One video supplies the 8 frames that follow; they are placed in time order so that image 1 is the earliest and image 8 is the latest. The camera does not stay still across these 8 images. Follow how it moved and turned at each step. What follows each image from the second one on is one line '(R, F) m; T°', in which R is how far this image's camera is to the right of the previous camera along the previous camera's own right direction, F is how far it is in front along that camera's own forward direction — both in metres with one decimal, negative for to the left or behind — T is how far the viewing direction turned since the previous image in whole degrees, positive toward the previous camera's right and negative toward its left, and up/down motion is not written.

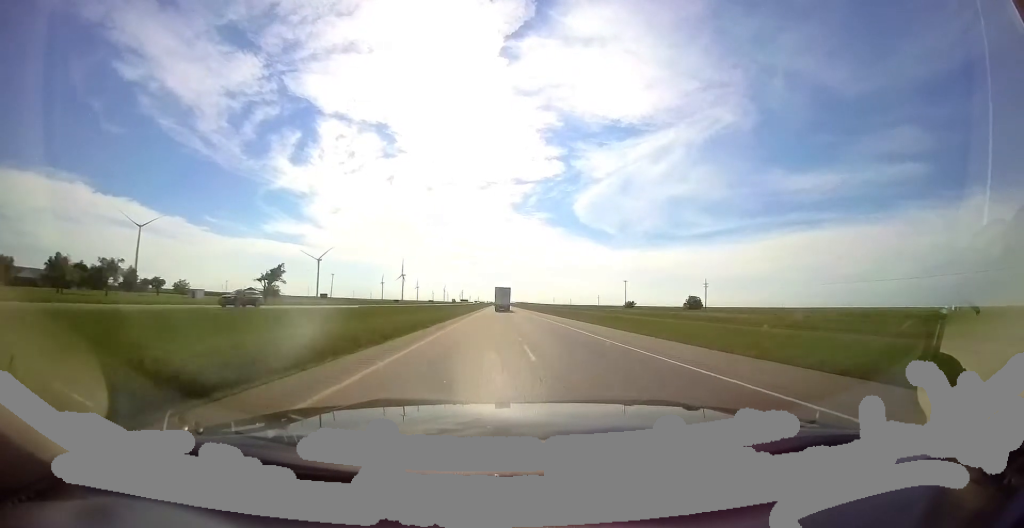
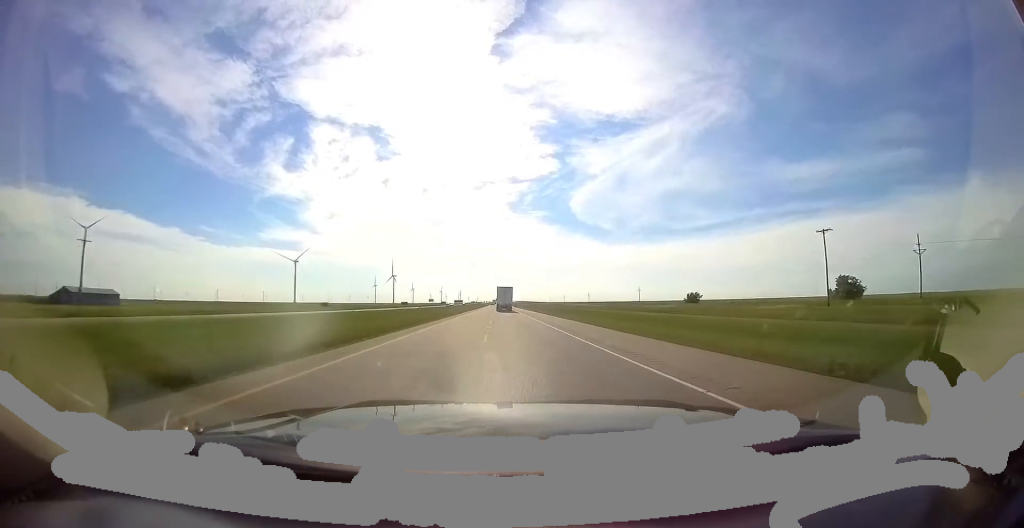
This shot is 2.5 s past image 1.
(+0.2, +81.6) m; 0°
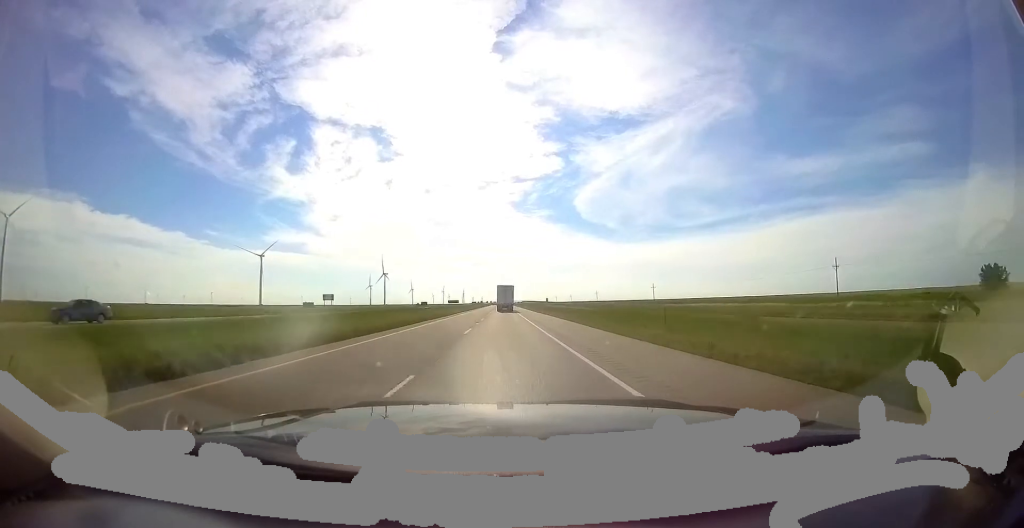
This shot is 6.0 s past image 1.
(-0.2, +117.9) m; 0°
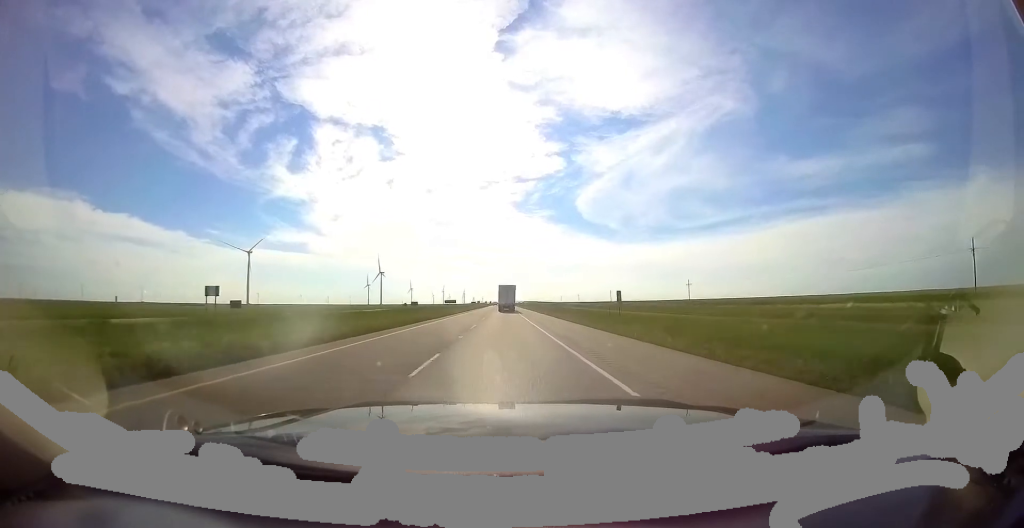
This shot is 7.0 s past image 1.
(+0.1, +33.5) m; 0°
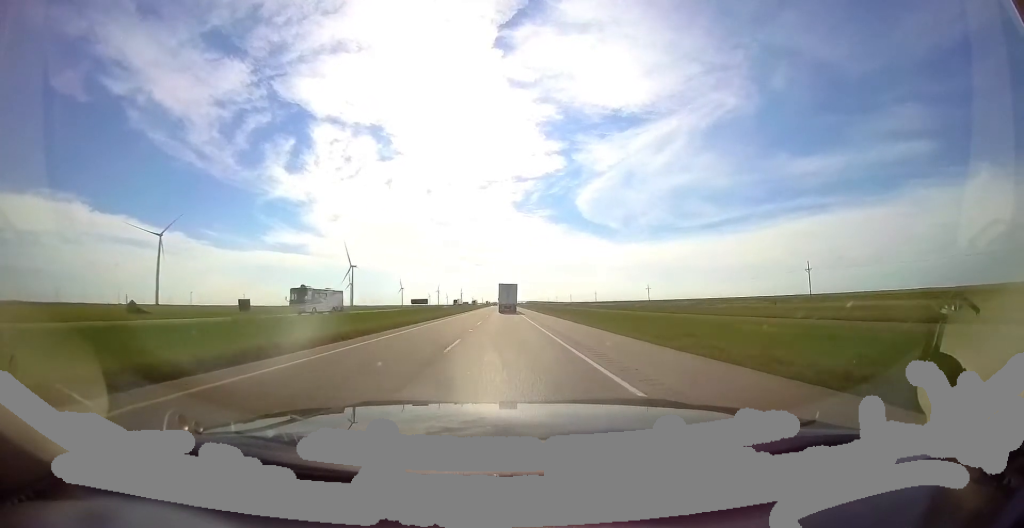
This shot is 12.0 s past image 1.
(-2.6, +167.0) m; -1°
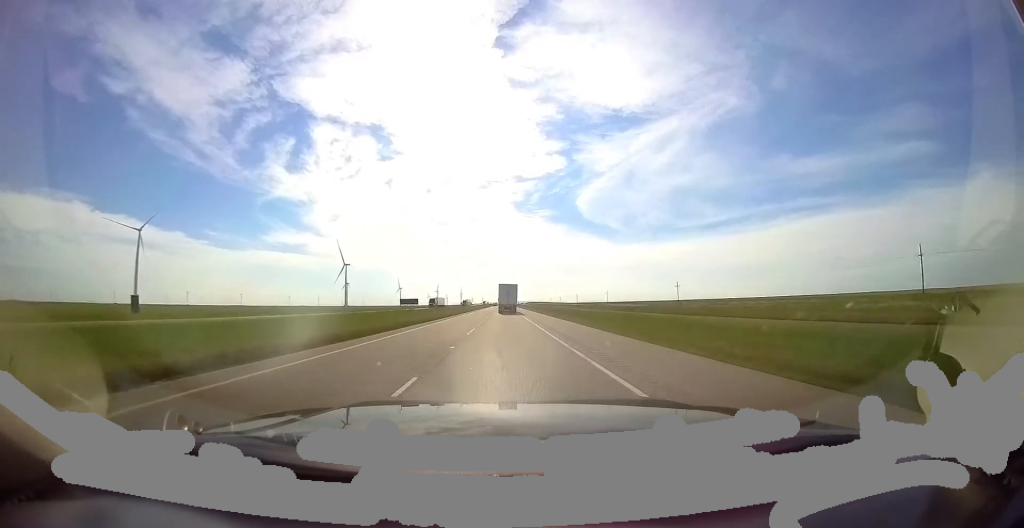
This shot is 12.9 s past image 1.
(0.0, +31.1) m; +1°
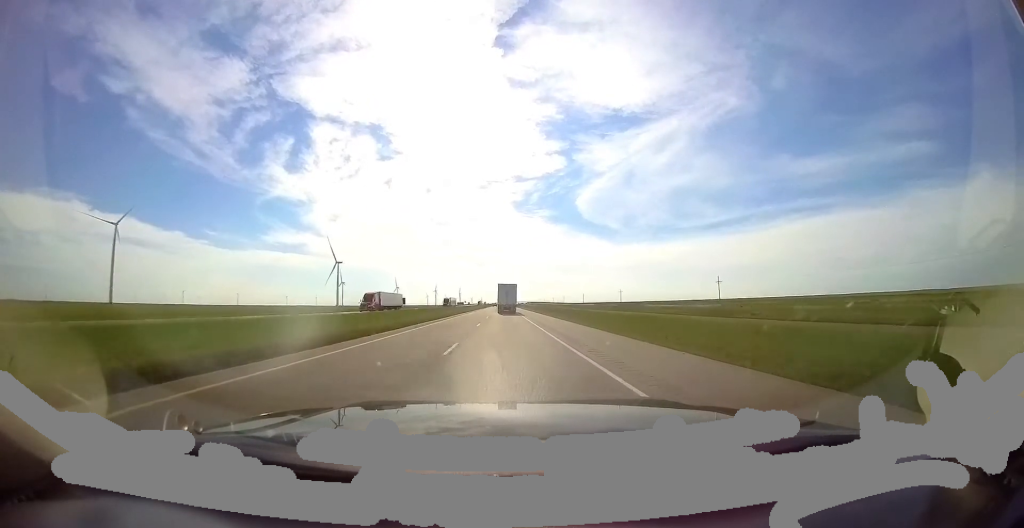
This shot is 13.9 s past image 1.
(+0.2, +31.2) m; 0°
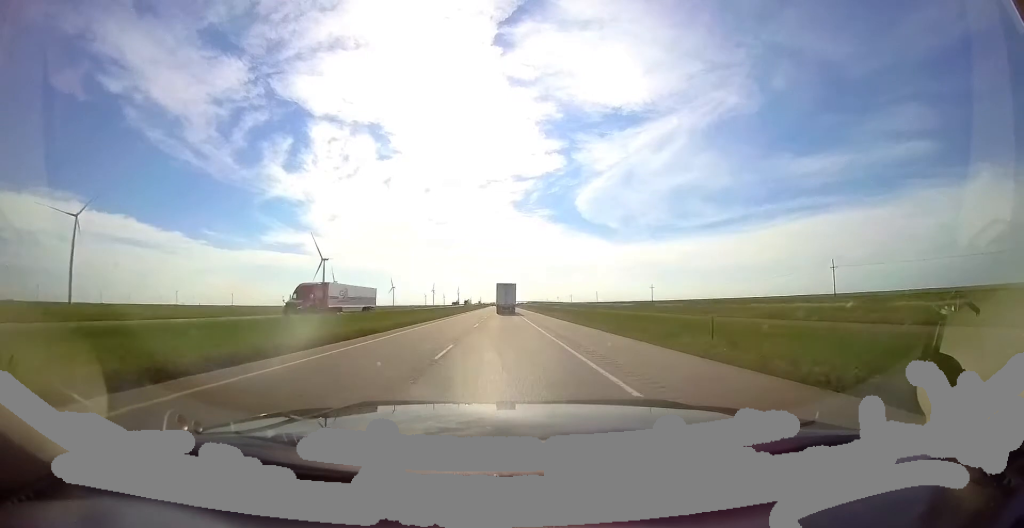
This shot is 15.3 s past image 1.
(+0.5, +49.2) m; 0°
